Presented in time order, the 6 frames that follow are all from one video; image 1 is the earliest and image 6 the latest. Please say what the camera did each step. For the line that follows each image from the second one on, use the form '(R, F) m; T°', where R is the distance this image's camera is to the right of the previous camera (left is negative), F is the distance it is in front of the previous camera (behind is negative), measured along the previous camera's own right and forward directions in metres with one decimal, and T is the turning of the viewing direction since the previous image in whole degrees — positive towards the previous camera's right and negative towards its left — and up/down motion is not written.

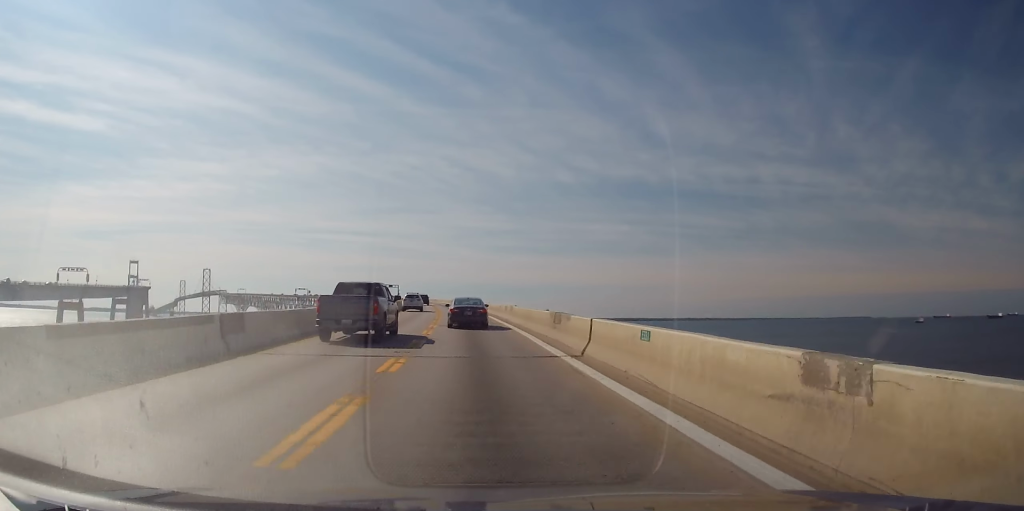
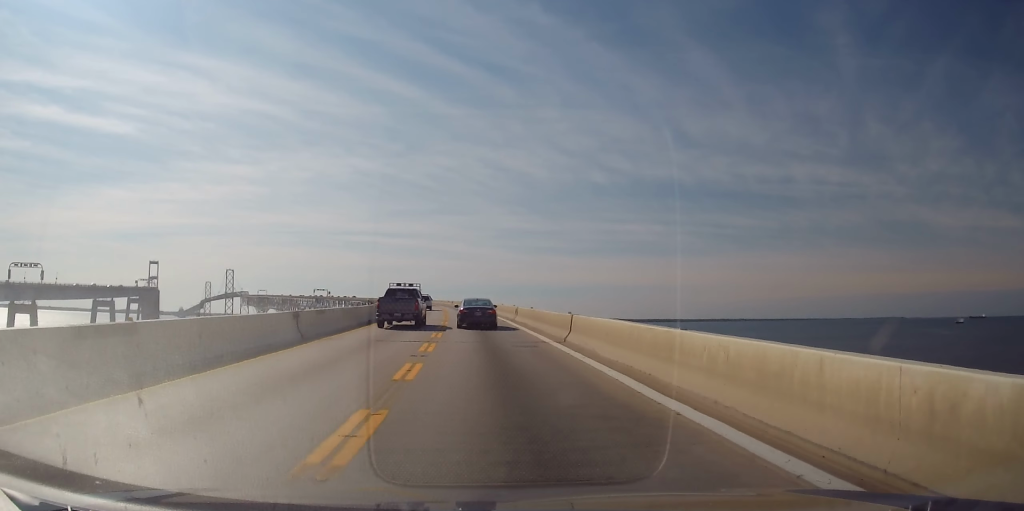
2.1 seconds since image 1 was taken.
(-1.6, +49.5) m; -3°
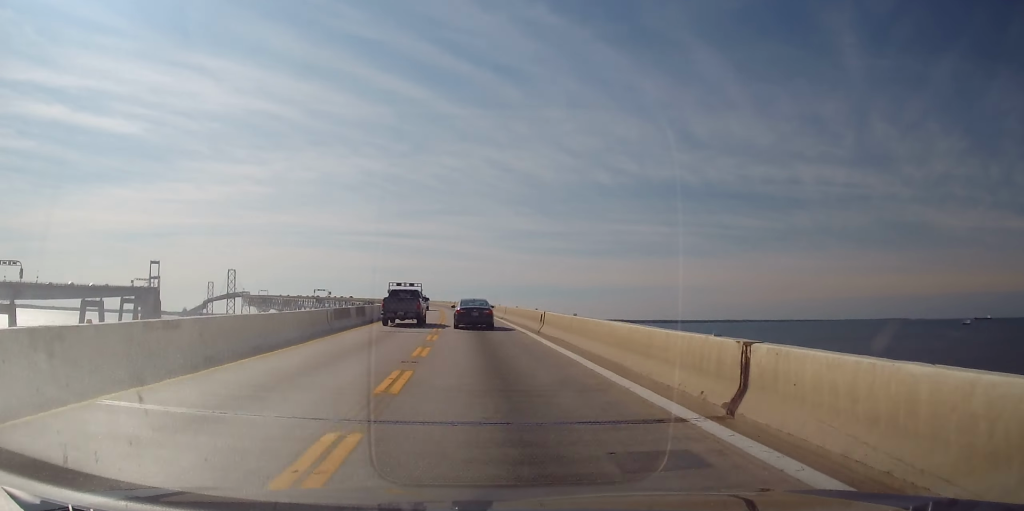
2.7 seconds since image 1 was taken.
(-0.2, +13.5) m; 0°
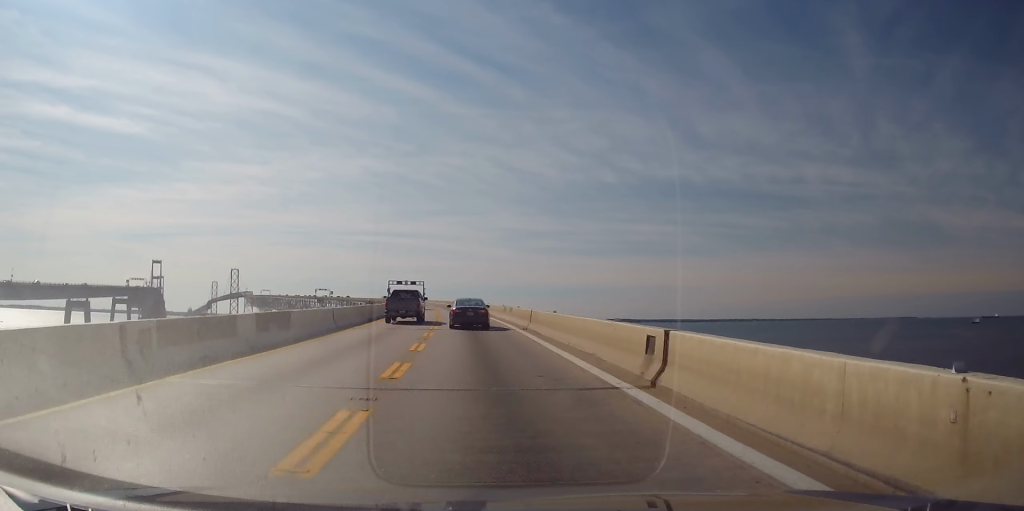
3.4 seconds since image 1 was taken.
(-0.1, +16.6) m; -1°
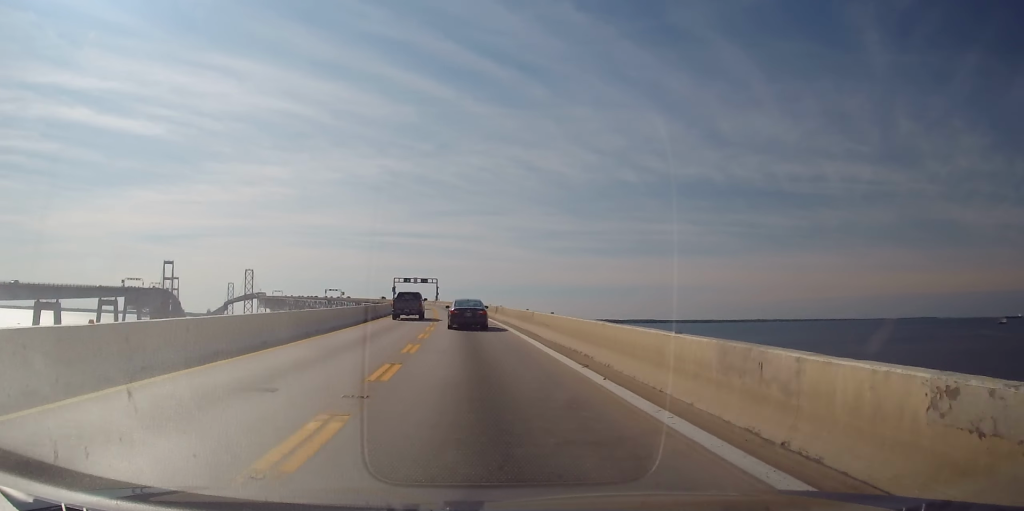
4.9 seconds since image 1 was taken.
(-0.5, +36.4) m; -3°
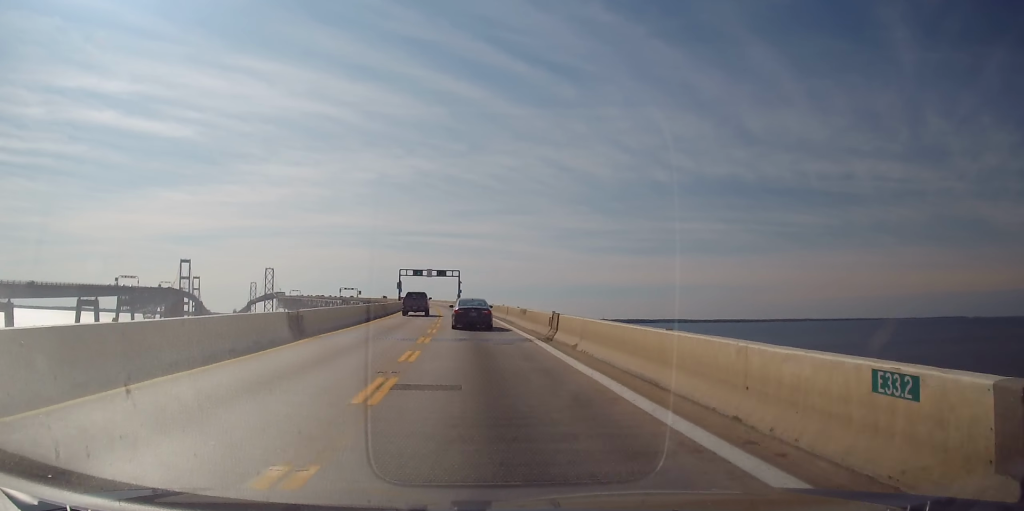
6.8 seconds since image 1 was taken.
(-1.3, +44.6) m; -2°
